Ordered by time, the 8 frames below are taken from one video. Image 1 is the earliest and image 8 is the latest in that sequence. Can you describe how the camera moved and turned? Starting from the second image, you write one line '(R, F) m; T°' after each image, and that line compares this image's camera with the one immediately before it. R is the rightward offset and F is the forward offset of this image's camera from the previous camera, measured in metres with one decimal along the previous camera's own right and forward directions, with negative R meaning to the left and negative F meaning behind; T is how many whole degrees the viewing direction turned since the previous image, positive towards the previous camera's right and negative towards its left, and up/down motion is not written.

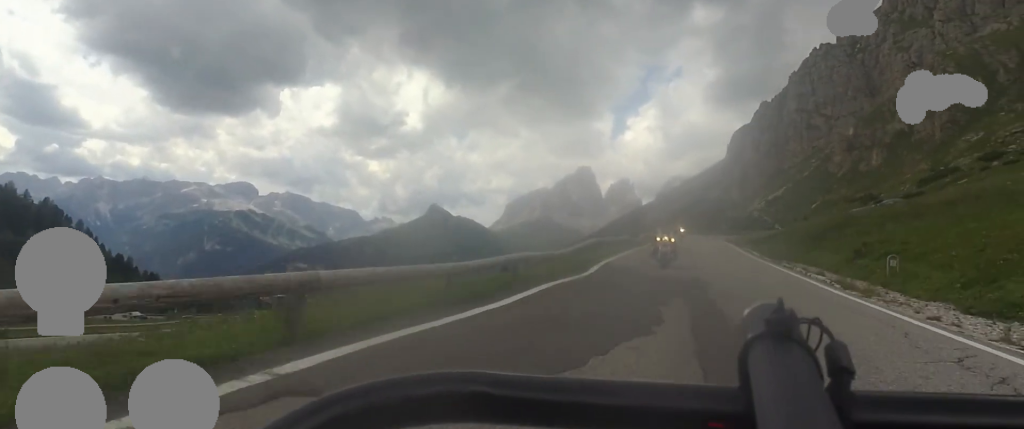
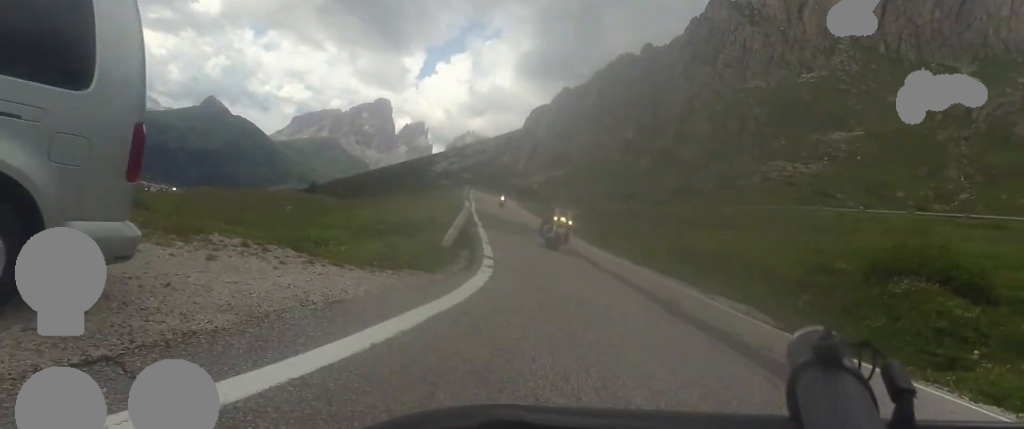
(+1.1, +17.5) m; +14°
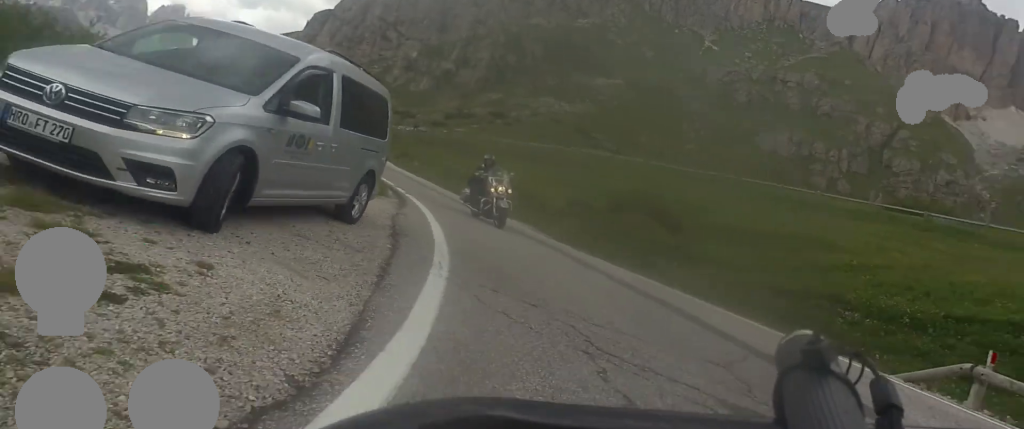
(+0.8, +6.7) m; +21°
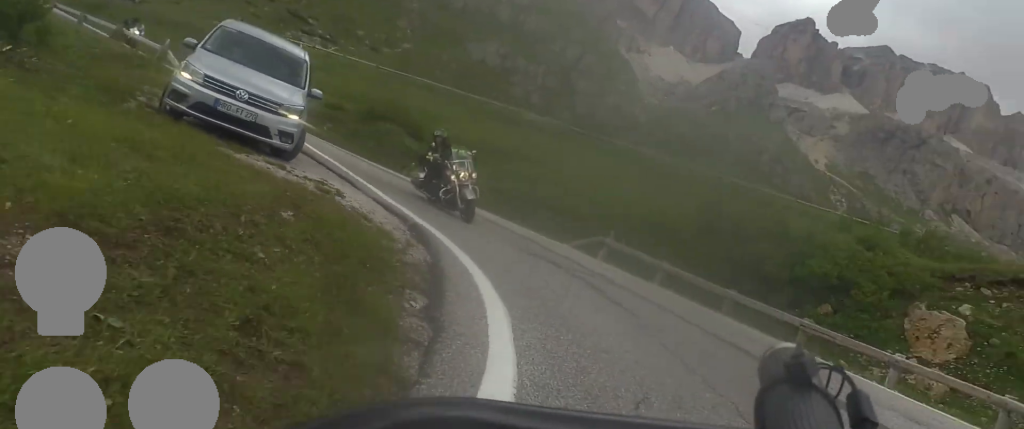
(+1.4, +5.8) m; +32°
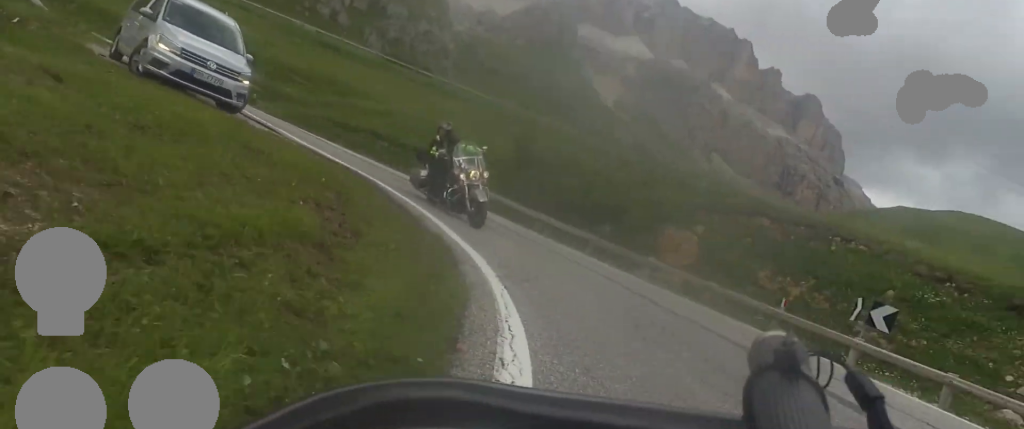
(+0.5, +3.9) m; +24°
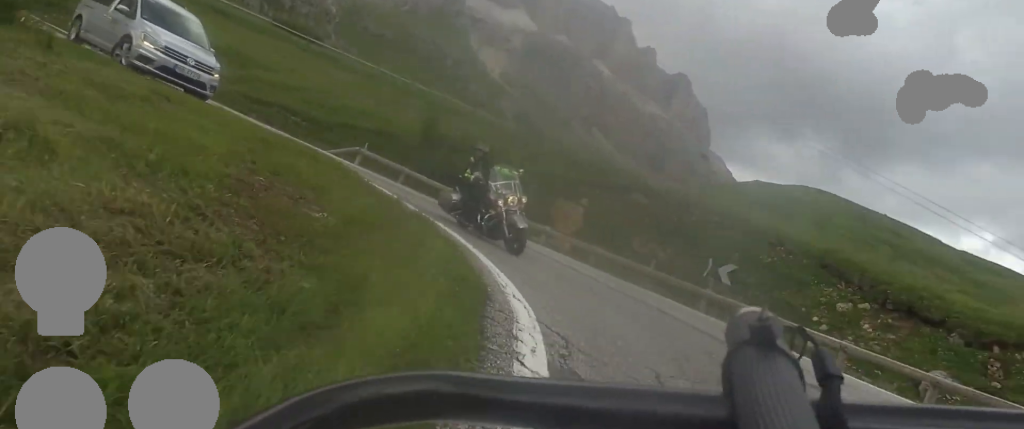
(+0.7, +2.5) m; +11°
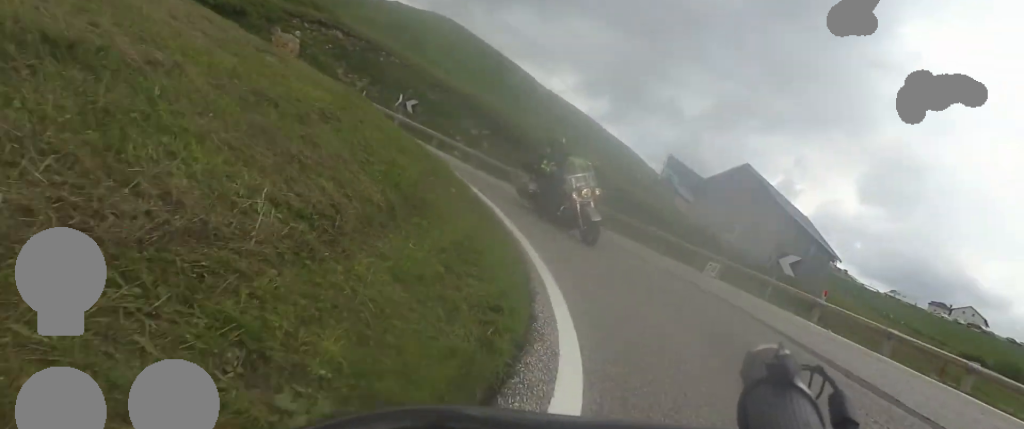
(+2.7, +8.8) m; +35°
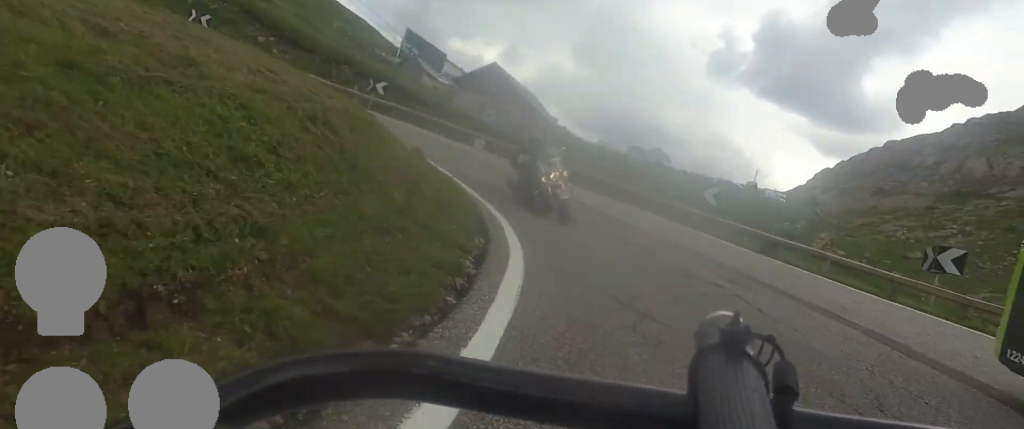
(+1.7, +6.9) m; +20°
